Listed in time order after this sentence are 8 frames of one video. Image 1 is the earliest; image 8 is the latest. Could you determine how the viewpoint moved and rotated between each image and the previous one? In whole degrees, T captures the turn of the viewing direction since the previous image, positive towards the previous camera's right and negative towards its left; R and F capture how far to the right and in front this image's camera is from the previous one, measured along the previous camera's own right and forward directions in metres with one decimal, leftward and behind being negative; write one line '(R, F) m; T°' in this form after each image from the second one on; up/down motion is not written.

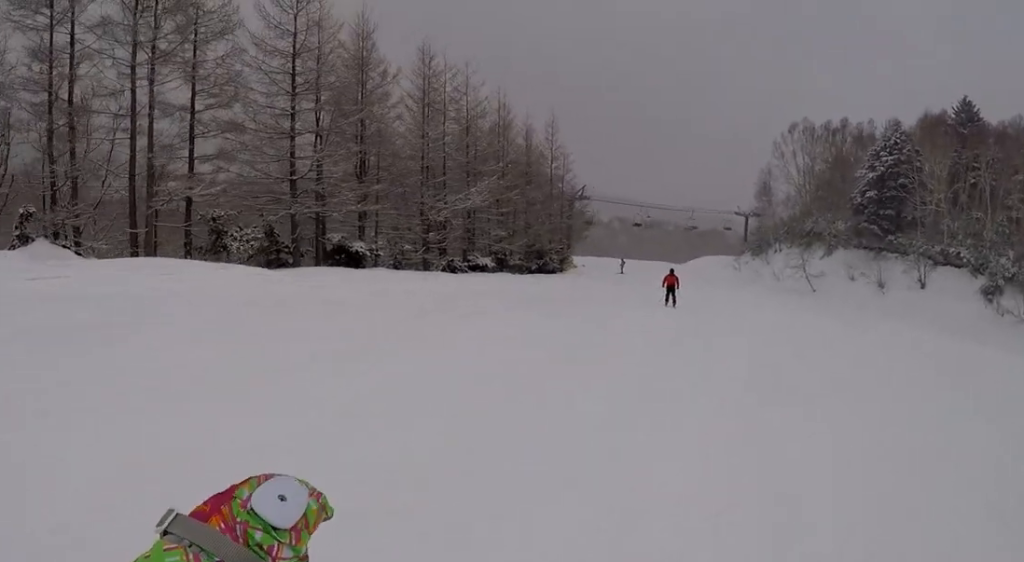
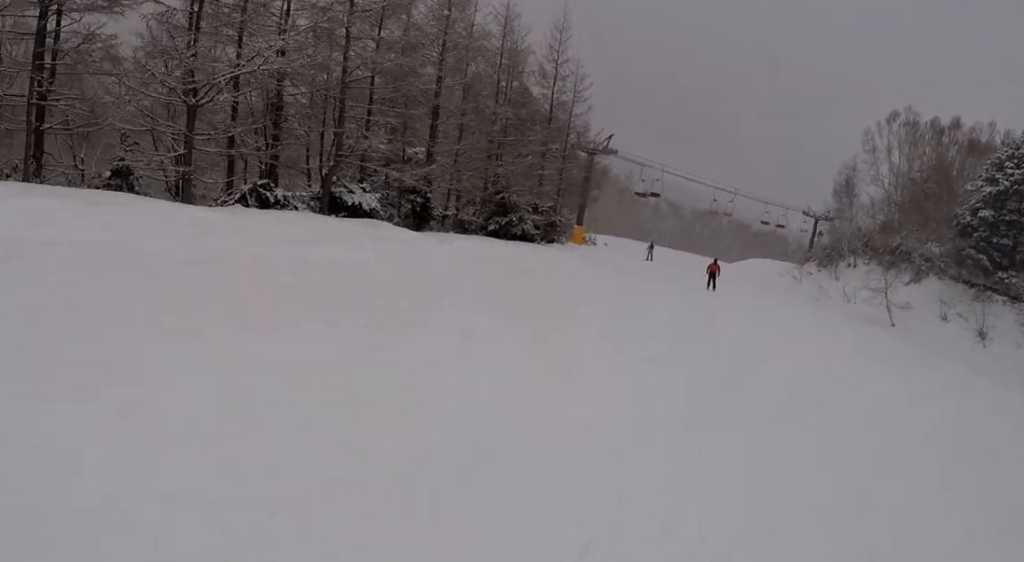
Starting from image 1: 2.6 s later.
(+0.1, +17.2) m; -6°
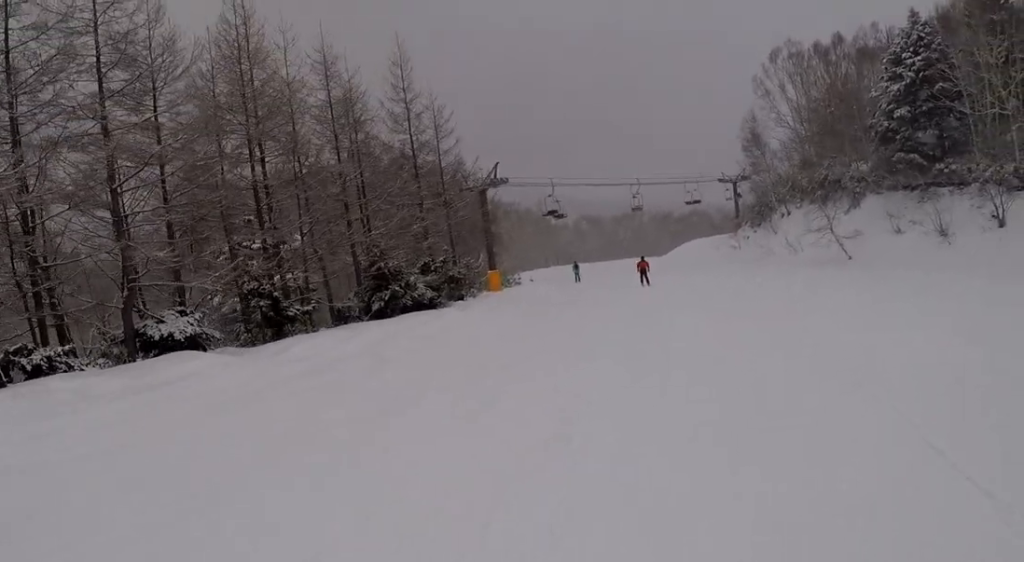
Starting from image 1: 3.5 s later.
(0.0, +5.2) m; 0°
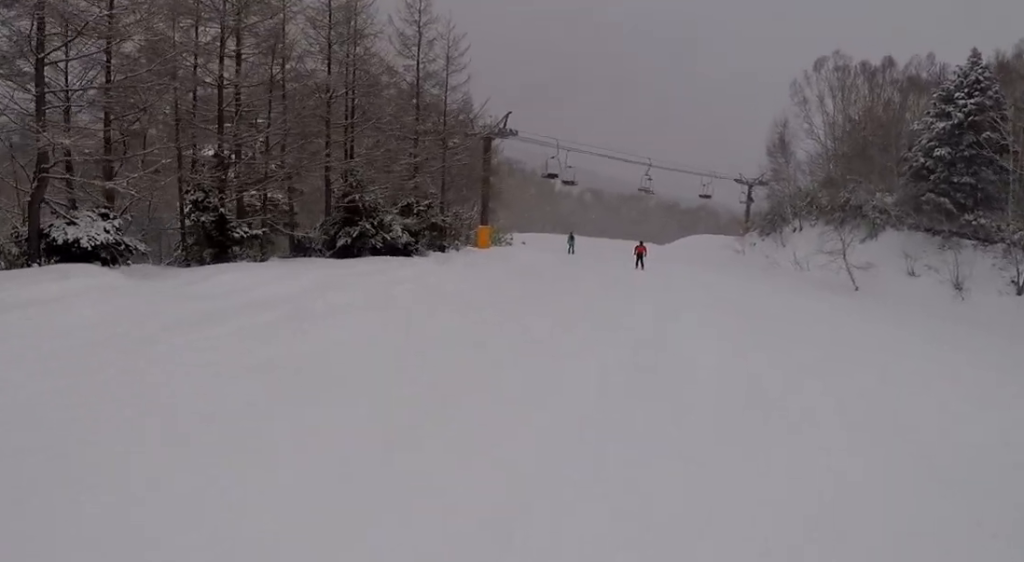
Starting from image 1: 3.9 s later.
(0.0, +2.7) m; 0°
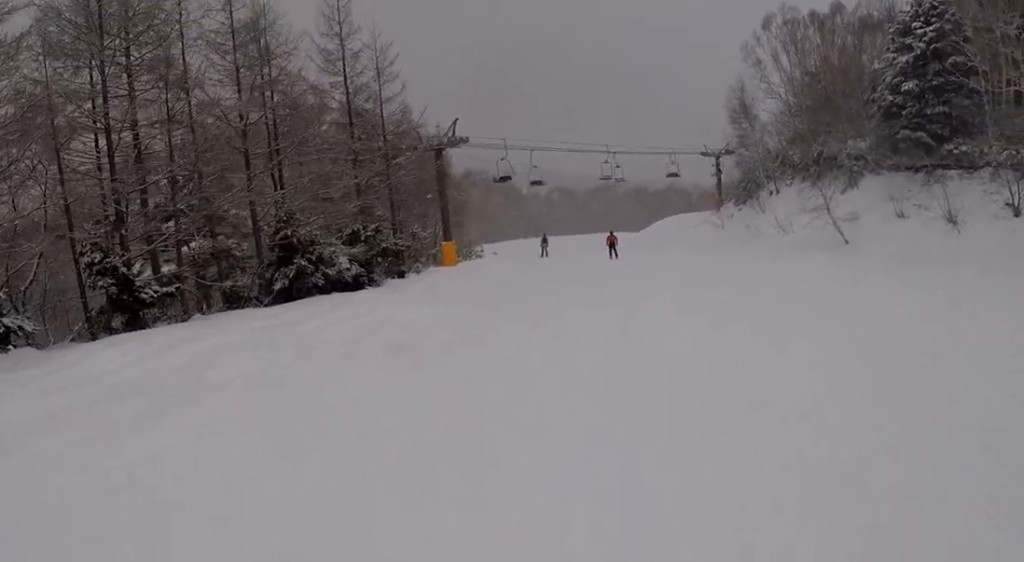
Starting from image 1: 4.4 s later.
(0.0, +2.8) m; 0°
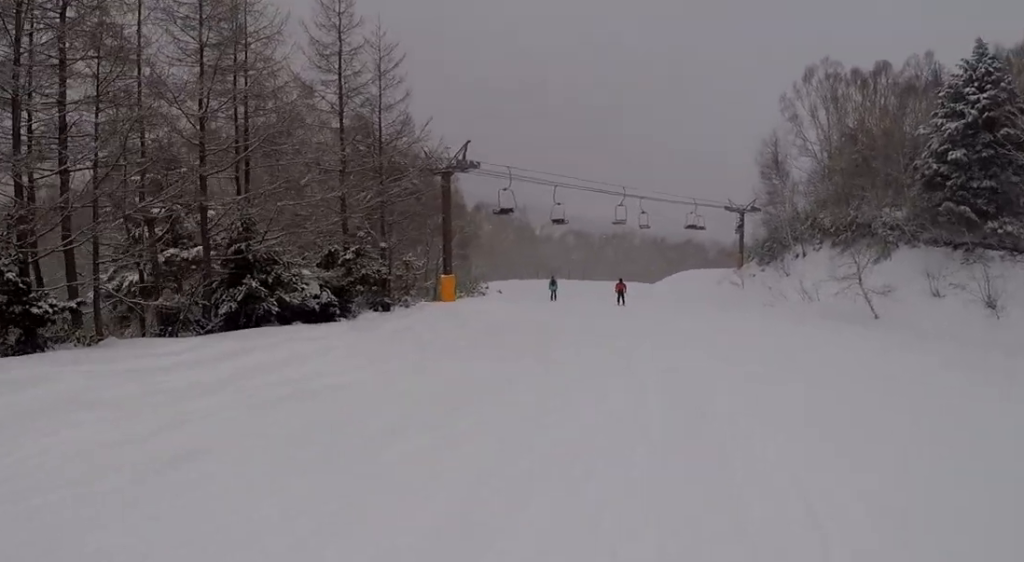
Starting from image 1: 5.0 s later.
(0.0, +3.3) m; 0°
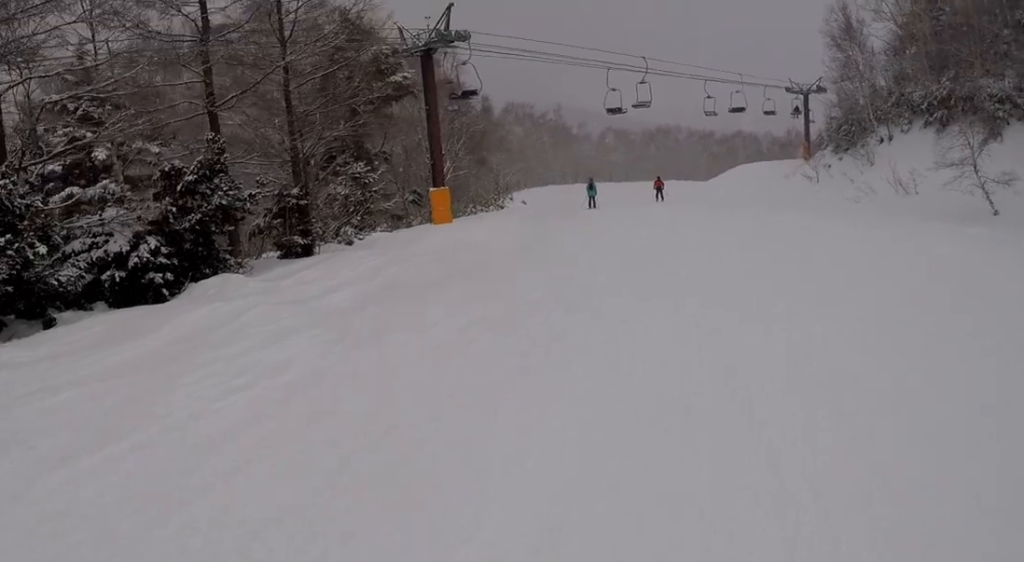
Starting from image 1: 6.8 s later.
(0.0, +9.2) m; 0°
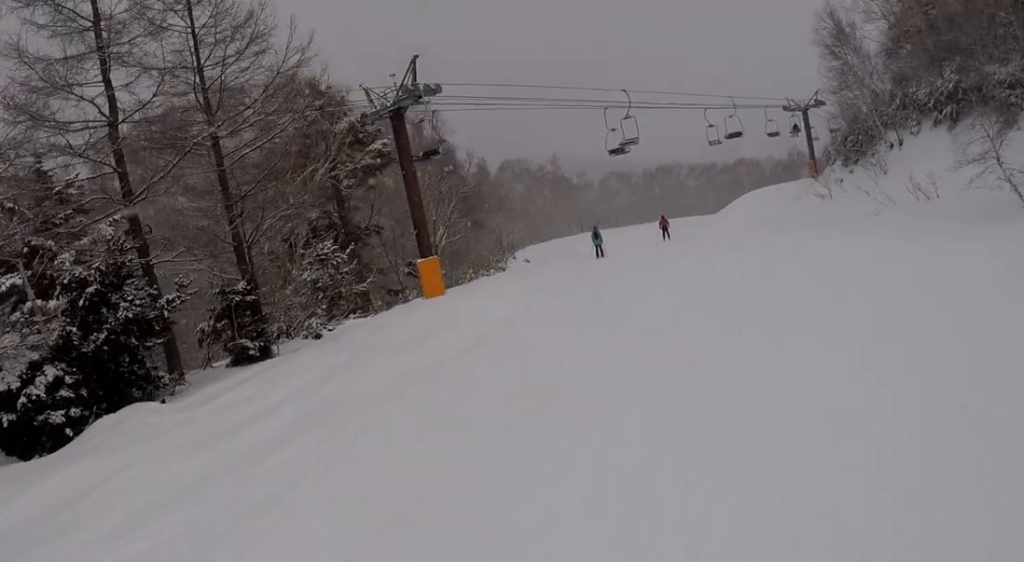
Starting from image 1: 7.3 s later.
(0.0, +2.7) m; 0°
